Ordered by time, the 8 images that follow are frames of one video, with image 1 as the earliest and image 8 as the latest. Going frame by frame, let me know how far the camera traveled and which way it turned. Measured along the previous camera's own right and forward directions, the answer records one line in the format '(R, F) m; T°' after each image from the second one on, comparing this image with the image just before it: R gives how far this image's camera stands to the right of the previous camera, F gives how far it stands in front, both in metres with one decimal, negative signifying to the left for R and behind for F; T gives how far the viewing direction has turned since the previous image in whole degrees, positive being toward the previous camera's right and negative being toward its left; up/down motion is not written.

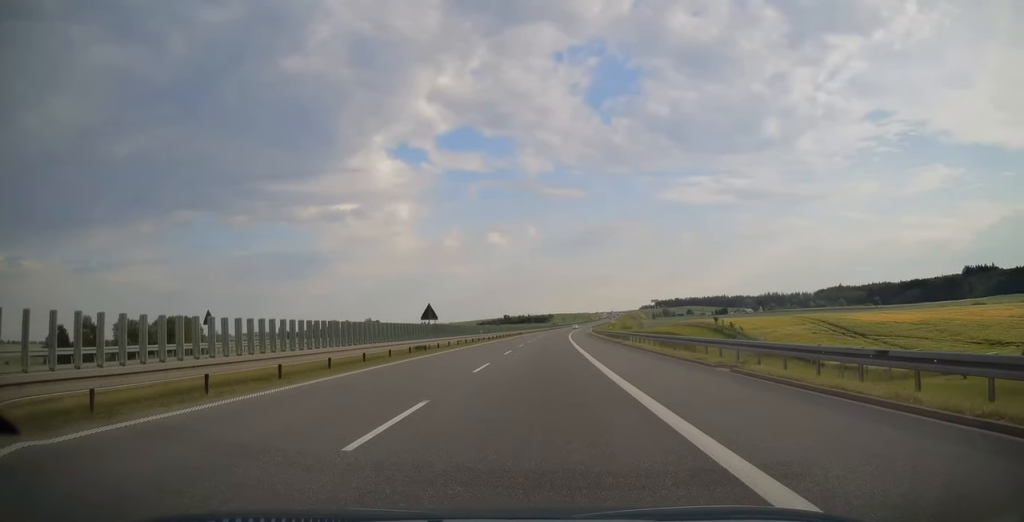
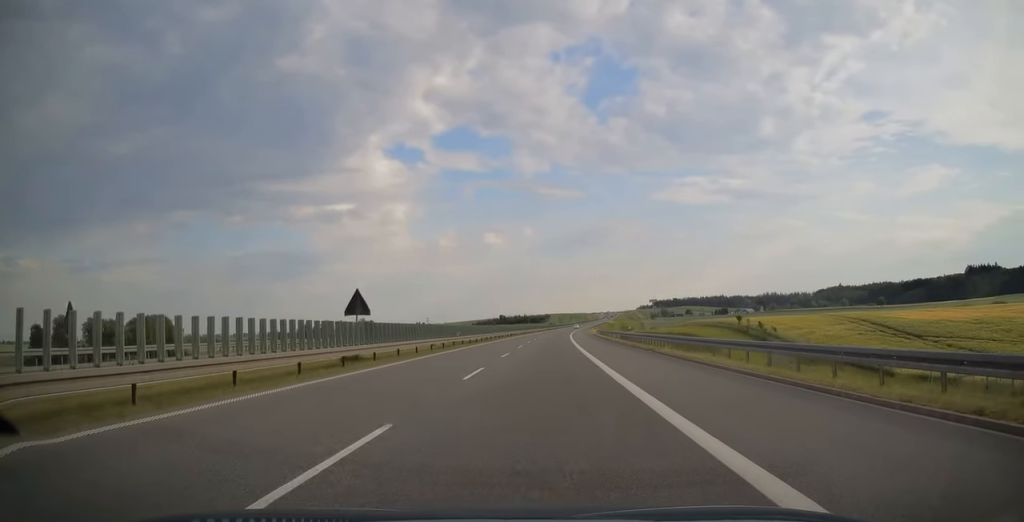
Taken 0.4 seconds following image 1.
(0.0, +14.7) m; 0°
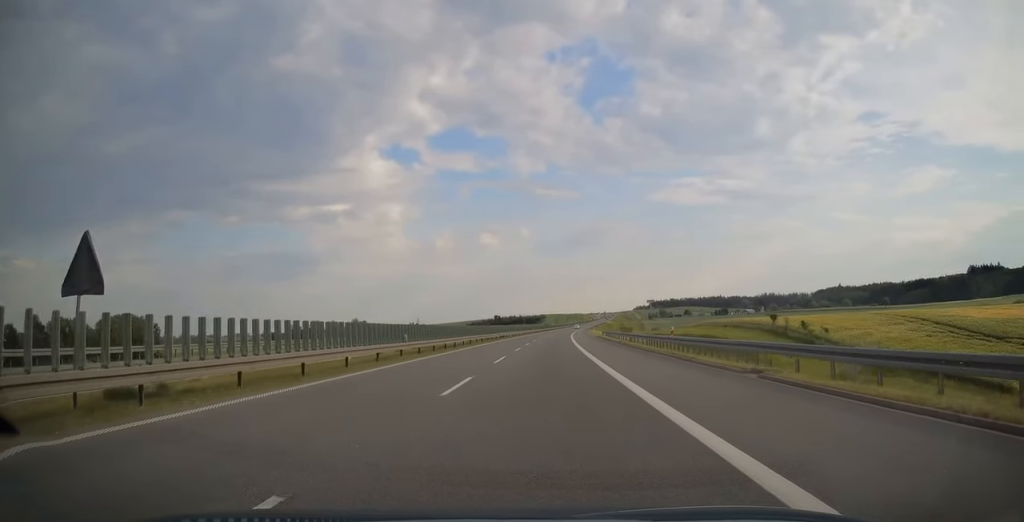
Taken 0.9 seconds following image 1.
(0.0, +15.8) m; 0°
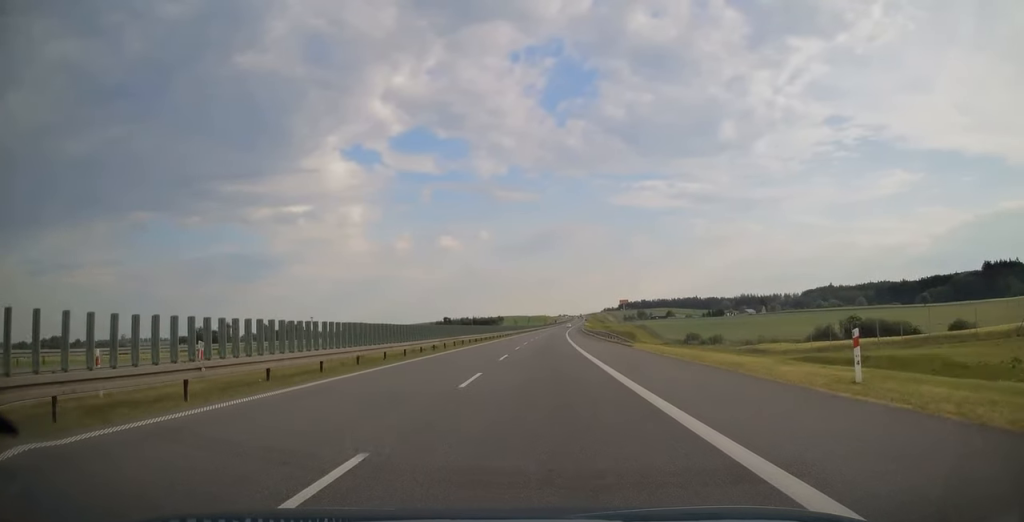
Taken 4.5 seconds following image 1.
(+3.6, +117.7) m; +4°
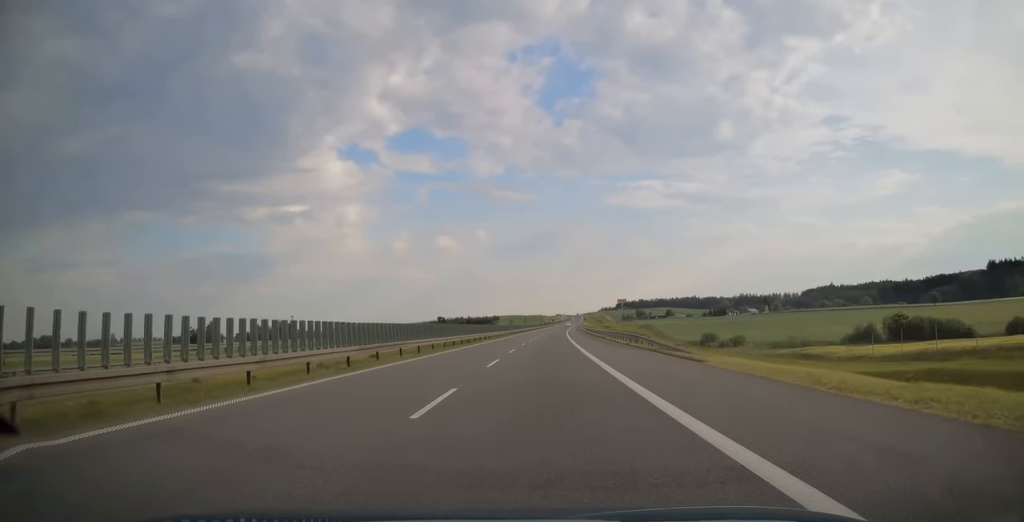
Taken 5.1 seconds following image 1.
(+0.1, +16.9) m; 0°
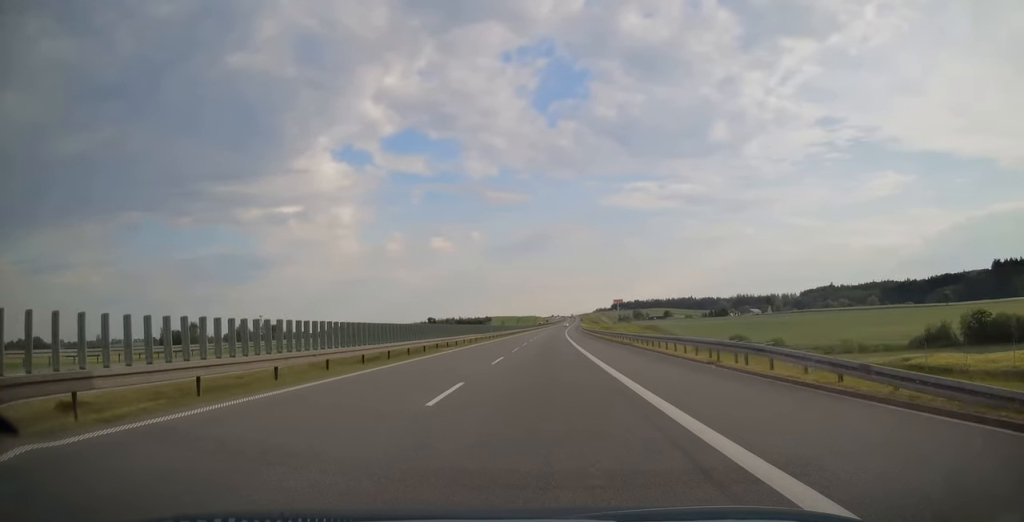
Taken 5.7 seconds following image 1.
(+0.1, +22.3) m; +1°
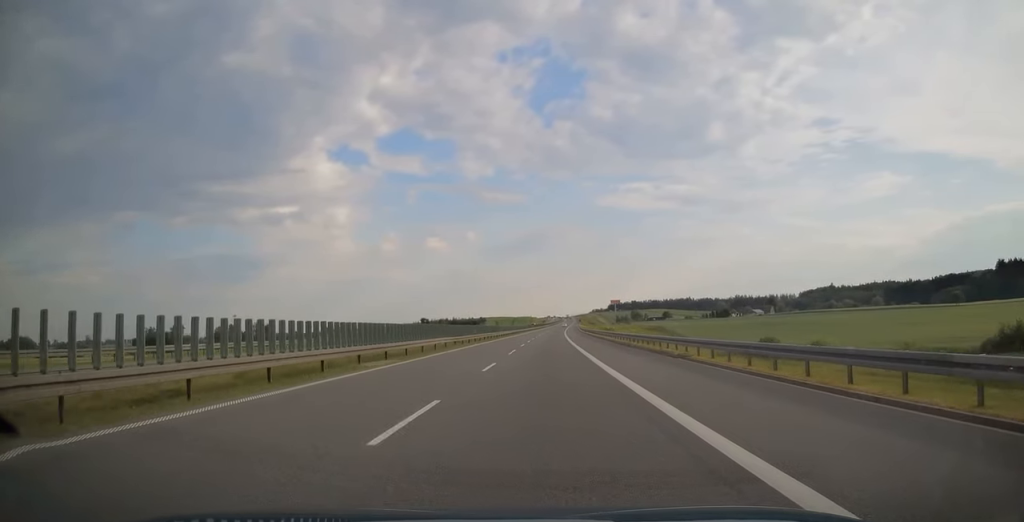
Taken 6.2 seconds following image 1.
(0.0, +16.4) m; 0°
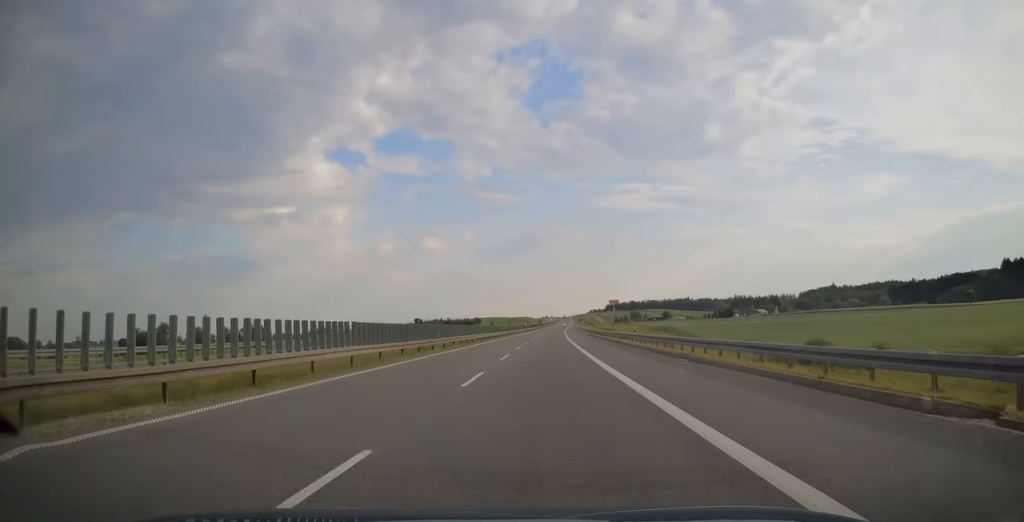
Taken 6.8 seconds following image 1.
(-0.1, +16.9) m; 0°
